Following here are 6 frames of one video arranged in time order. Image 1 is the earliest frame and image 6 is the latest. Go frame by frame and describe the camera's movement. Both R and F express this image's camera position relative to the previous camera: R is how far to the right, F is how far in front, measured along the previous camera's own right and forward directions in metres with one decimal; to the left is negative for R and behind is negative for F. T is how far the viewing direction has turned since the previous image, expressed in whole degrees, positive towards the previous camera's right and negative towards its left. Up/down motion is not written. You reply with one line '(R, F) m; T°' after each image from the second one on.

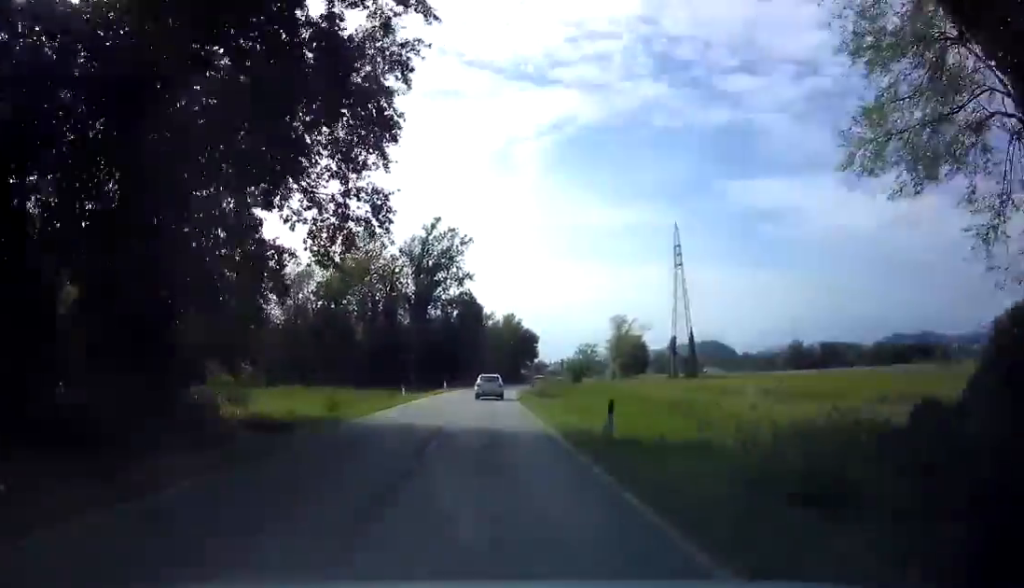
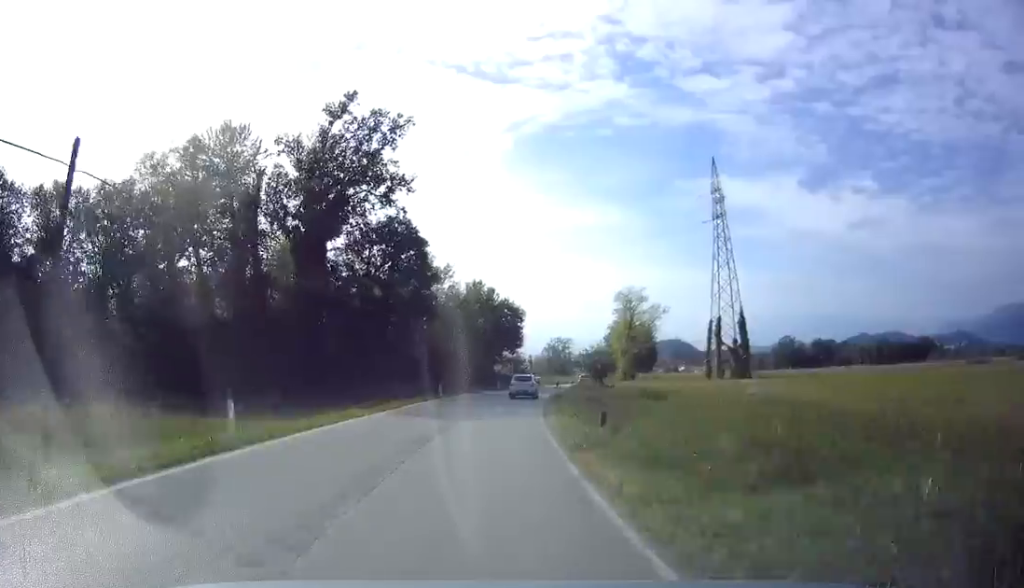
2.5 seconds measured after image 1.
(+1.5, +42.5) m; +6°
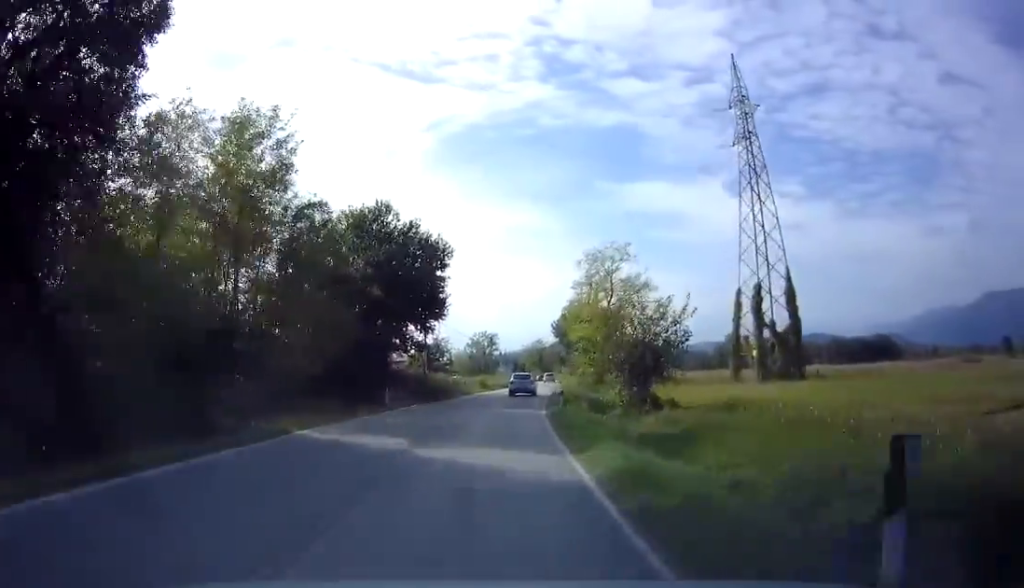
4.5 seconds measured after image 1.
(+1.8, +33.7) m; +6°
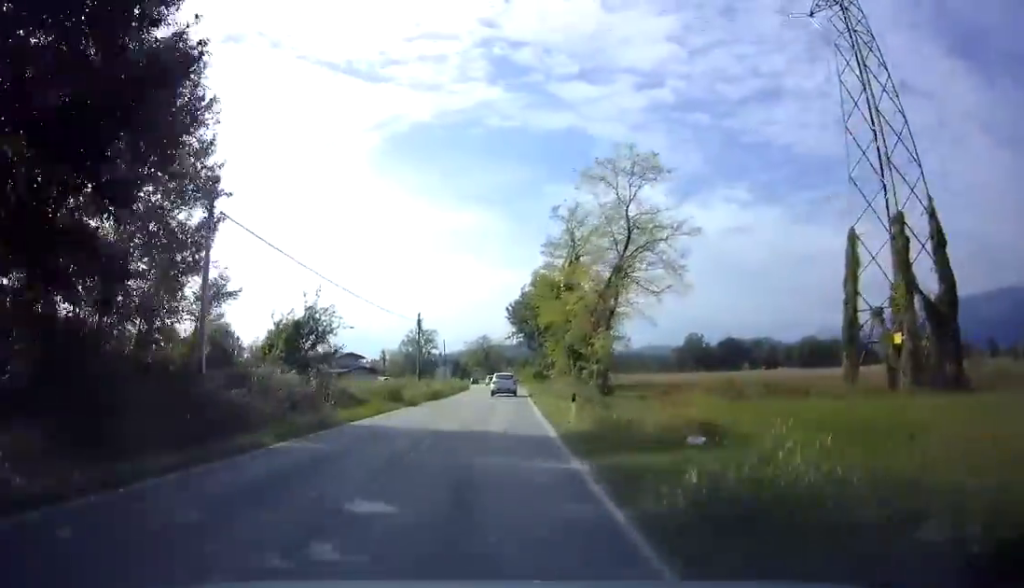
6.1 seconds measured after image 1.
(+1.2, +28.2) m; +5°
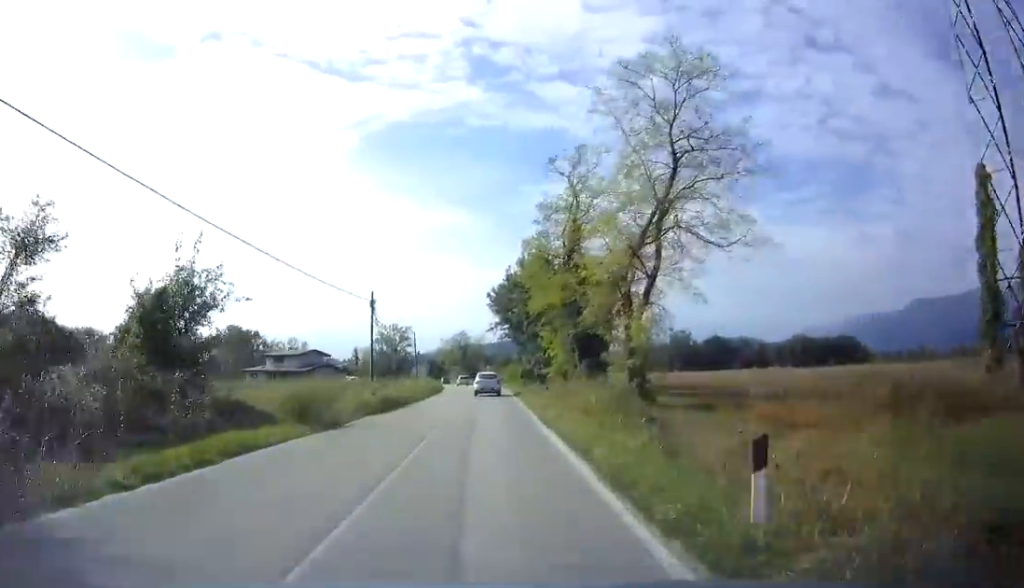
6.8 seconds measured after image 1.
(+0.4, +12.4) m; +1°
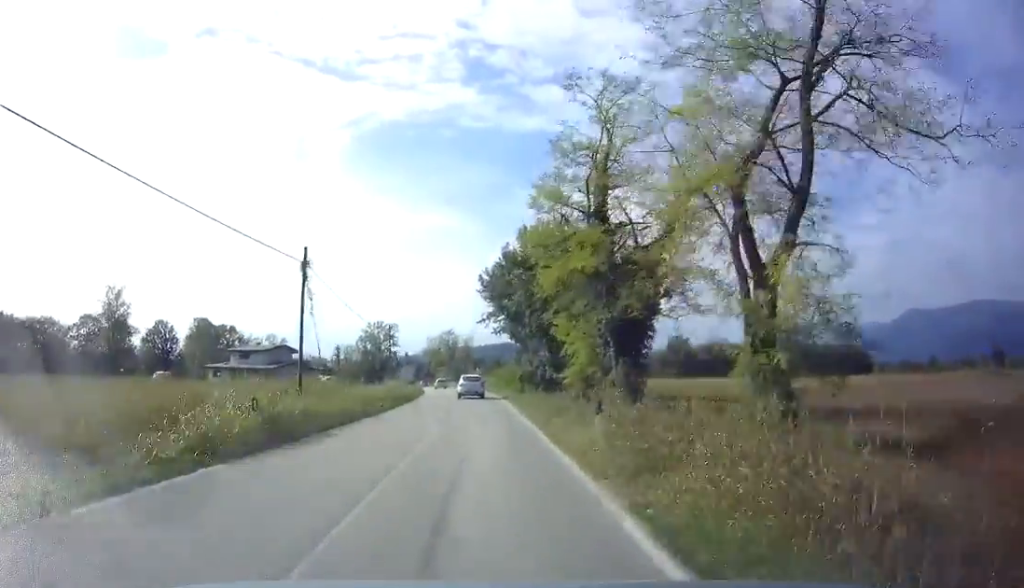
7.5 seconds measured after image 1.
(+0.1, +12.4) m; 0°
